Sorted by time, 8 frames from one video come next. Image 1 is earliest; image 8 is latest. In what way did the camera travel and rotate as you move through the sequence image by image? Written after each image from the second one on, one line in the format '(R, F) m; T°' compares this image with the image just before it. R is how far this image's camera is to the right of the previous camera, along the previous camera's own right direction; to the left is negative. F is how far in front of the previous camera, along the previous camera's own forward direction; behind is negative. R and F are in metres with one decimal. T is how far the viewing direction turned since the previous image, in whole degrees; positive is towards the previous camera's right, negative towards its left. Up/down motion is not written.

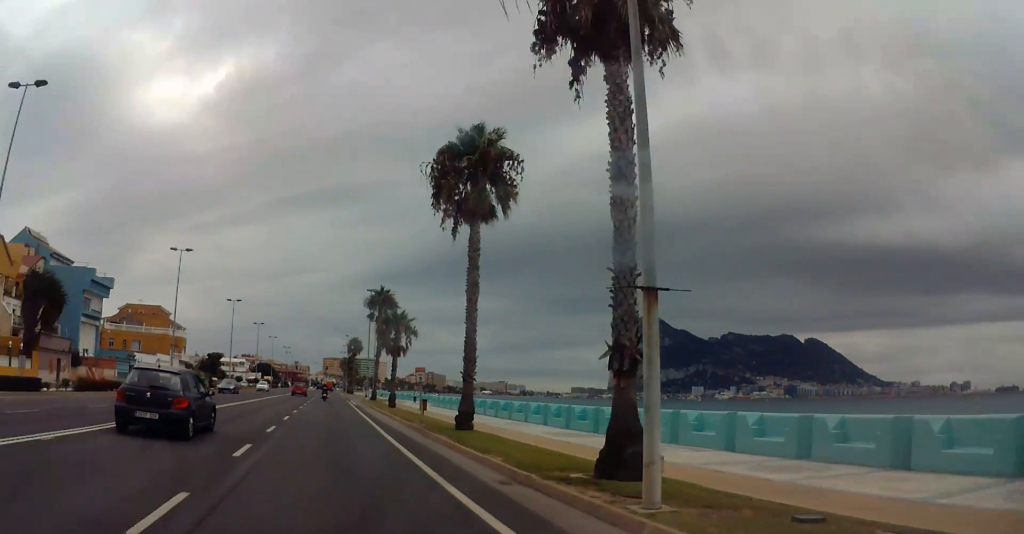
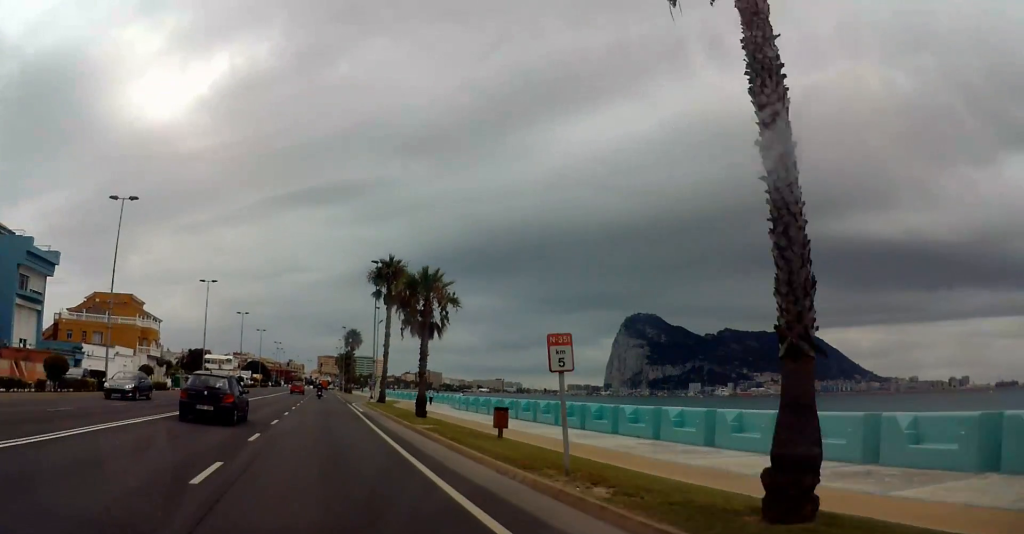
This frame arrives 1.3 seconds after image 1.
(-0.1, +16.4) m; -1°
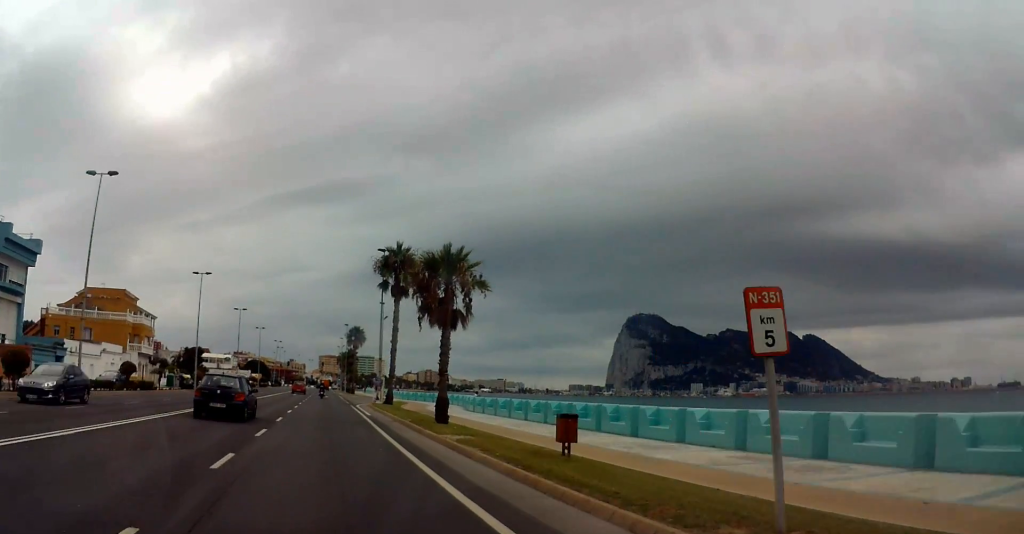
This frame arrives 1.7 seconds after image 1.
(+0.1, +5.8) m; -1°
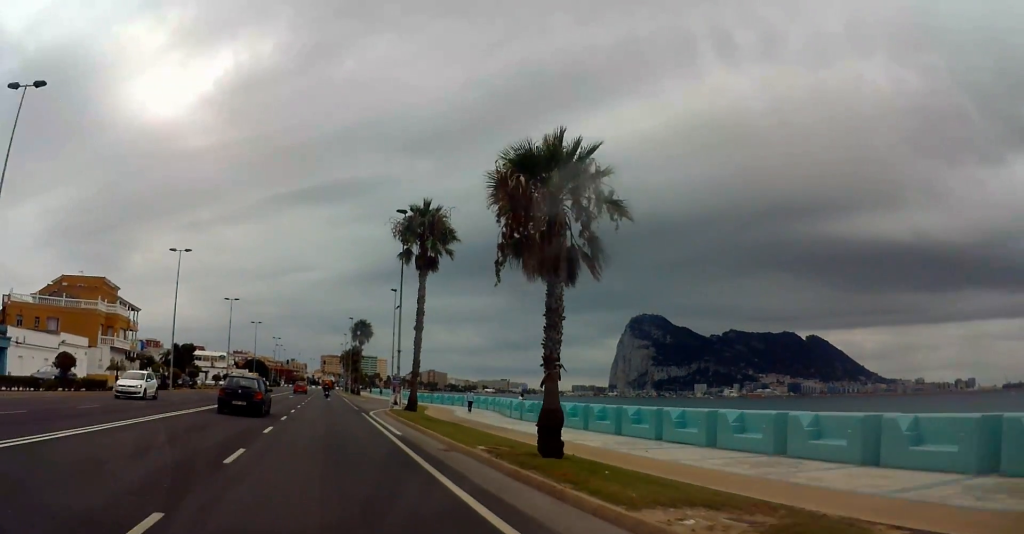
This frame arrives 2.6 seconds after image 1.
(-0.2, +12.4) m; 0°
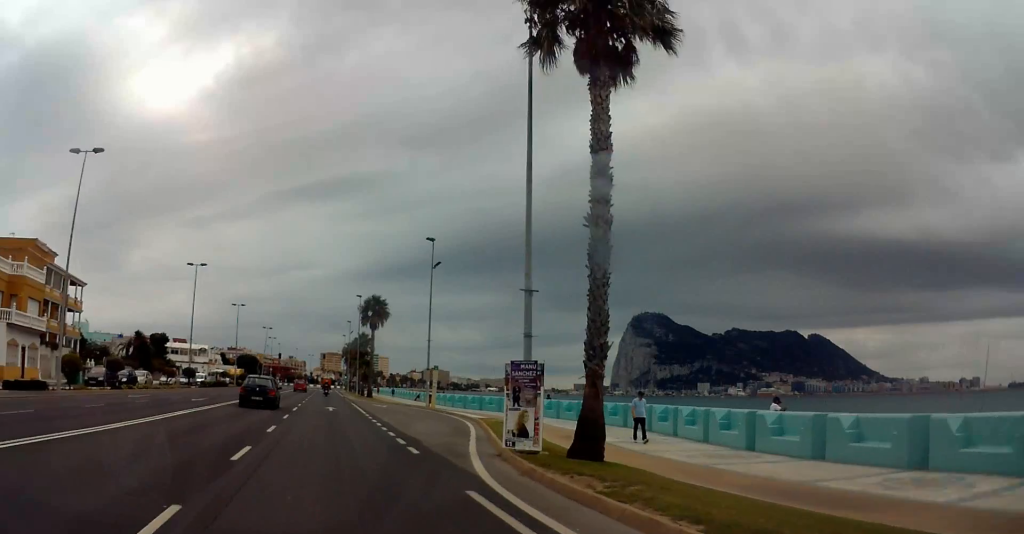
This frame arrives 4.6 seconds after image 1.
(+0.3, +26.6) m; +1°
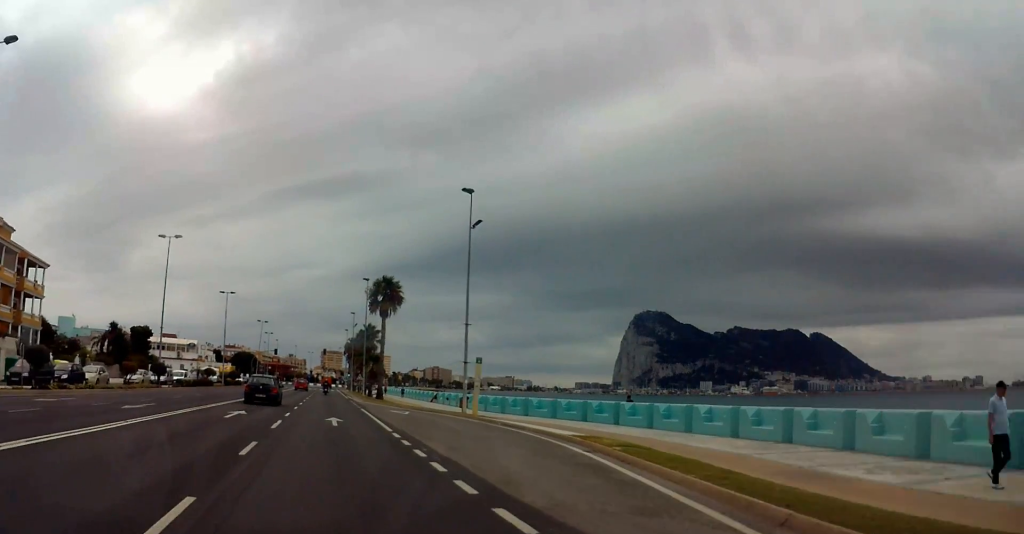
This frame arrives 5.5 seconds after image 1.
(0.0, +12.6) m; 0°
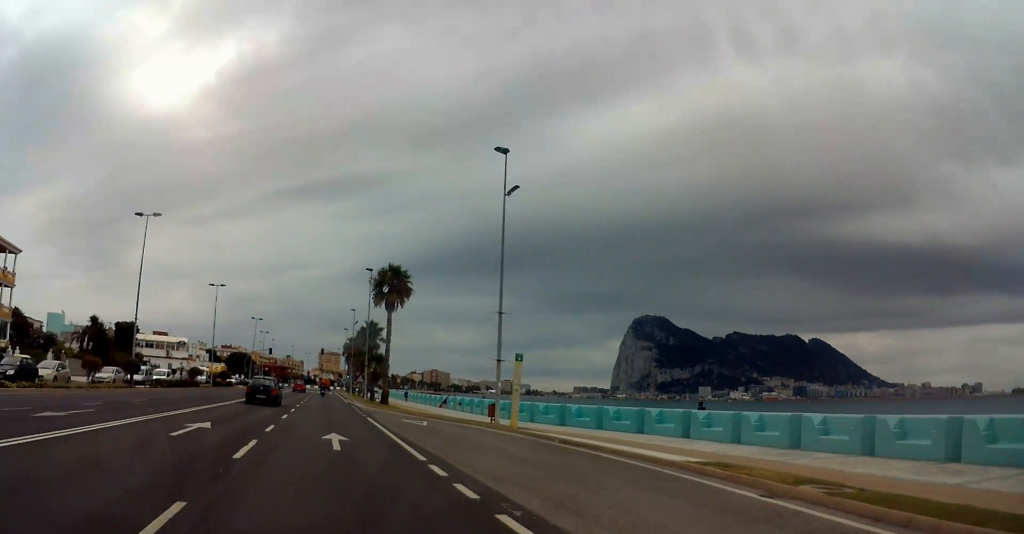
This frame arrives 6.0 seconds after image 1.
(0.0, +7.1) m; 0°
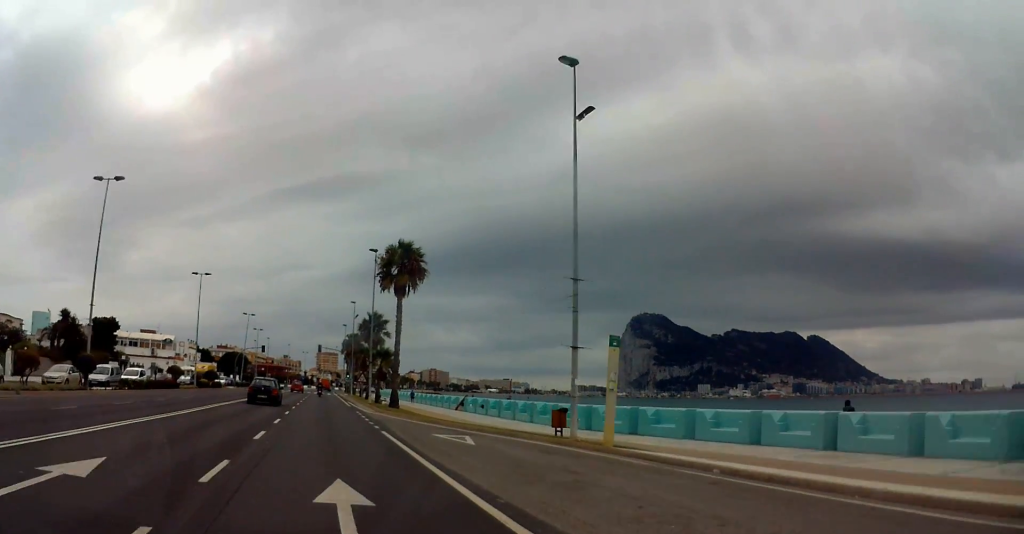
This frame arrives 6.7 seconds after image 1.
(0.0, +9.3) m; -1°
